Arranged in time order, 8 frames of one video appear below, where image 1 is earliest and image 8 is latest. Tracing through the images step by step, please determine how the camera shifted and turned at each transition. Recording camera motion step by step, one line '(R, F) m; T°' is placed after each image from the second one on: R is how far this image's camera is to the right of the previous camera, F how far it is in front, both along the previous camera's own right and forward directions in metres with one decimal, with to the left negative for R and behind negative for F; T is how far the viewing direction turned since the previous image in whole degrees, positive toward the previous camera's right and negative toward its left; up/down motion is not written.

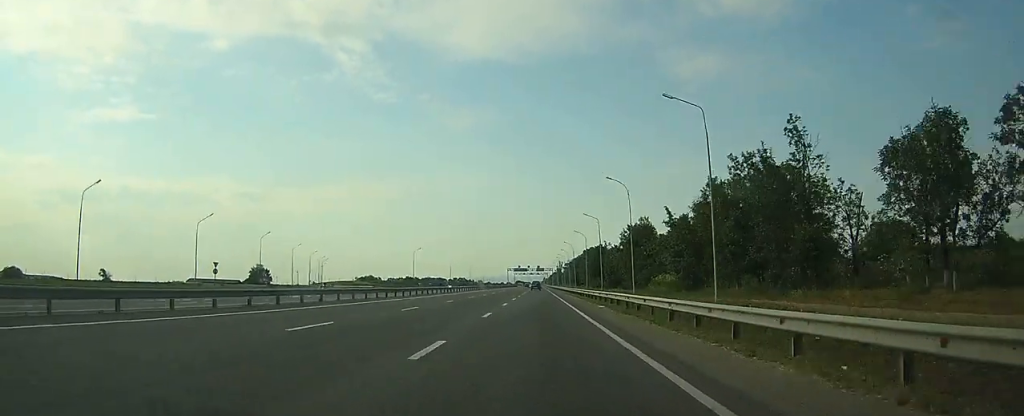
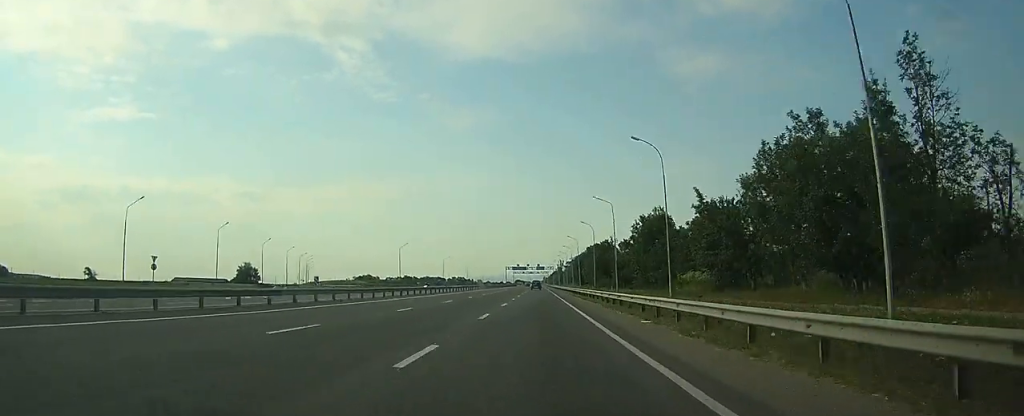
(0.0, +13.0) m; 0°
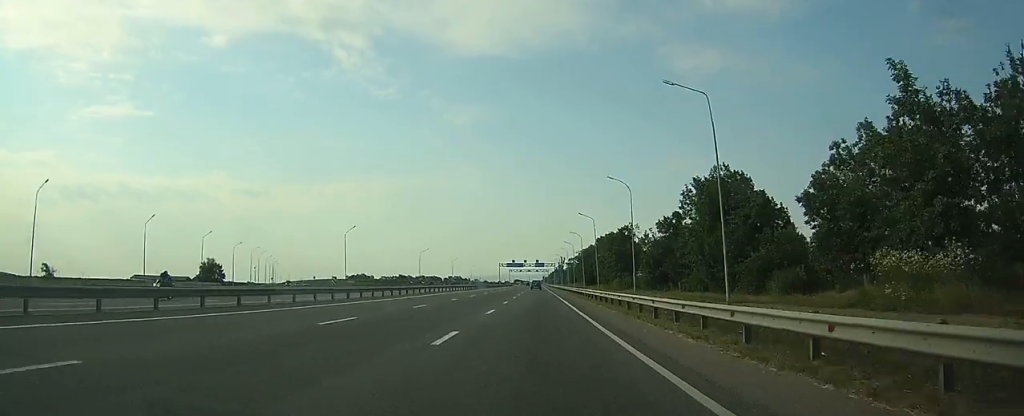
(-0.2, +32.9) m; 0°
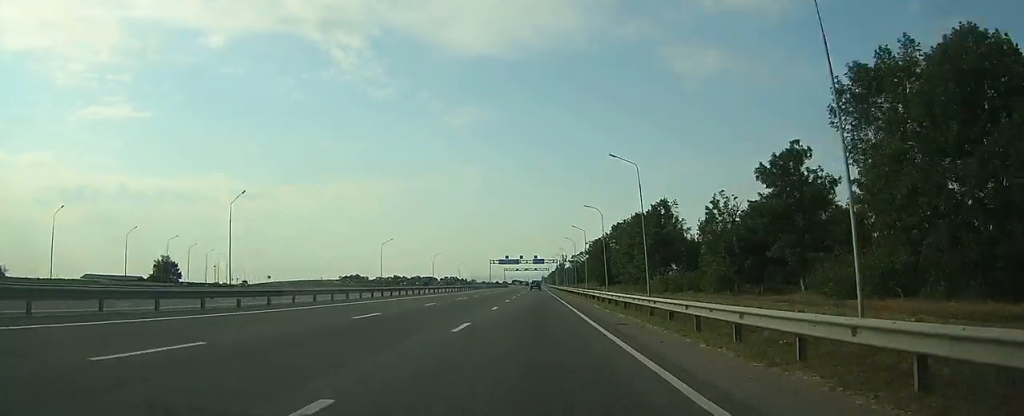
(0.0, +32.8) m; 0°
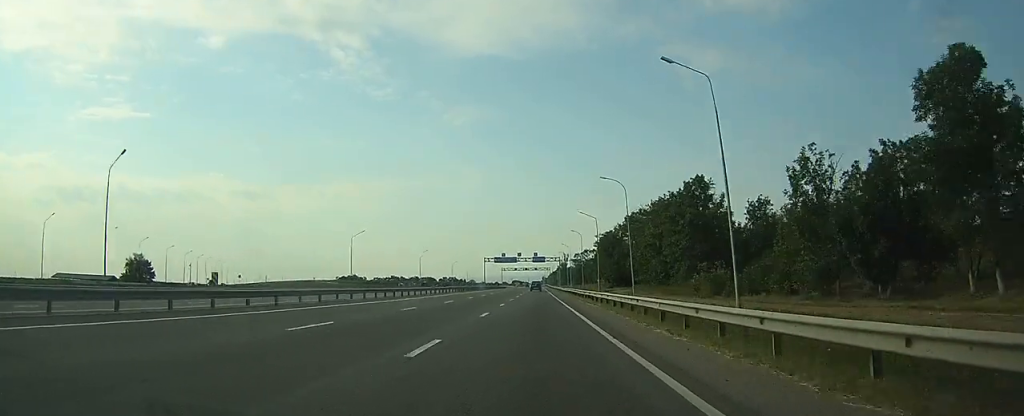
(0.0, +17.2) m; 0°
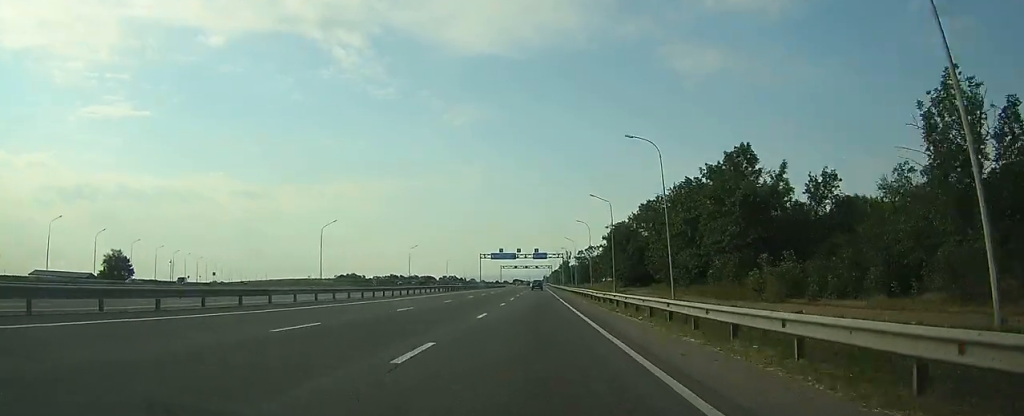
(0.0, +12.9) m; 0°
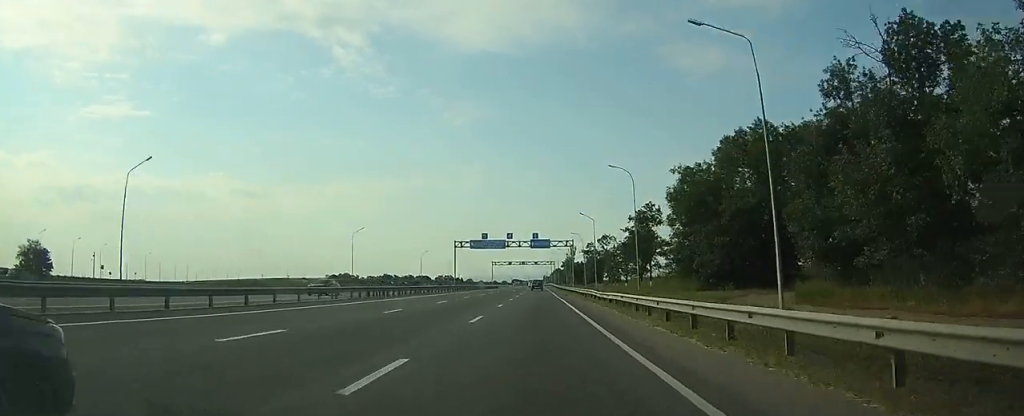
(0.0, +38.5) m; 0°
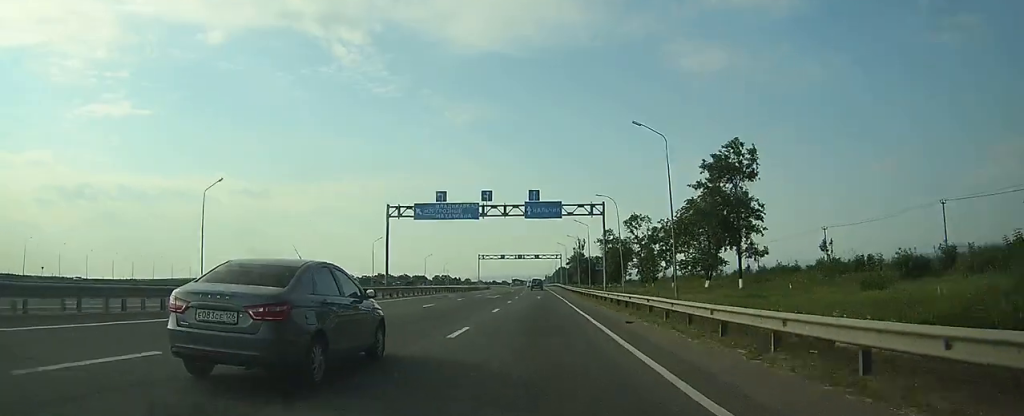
(0.0, +40.9) m; 0°
